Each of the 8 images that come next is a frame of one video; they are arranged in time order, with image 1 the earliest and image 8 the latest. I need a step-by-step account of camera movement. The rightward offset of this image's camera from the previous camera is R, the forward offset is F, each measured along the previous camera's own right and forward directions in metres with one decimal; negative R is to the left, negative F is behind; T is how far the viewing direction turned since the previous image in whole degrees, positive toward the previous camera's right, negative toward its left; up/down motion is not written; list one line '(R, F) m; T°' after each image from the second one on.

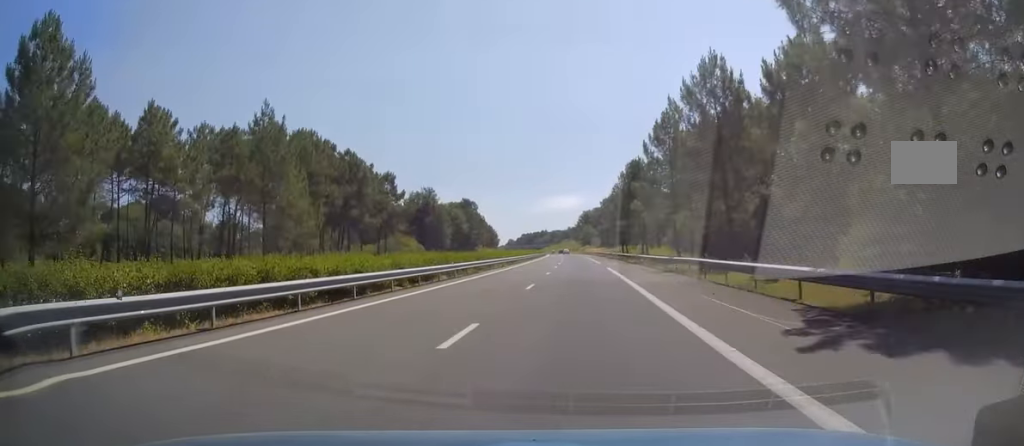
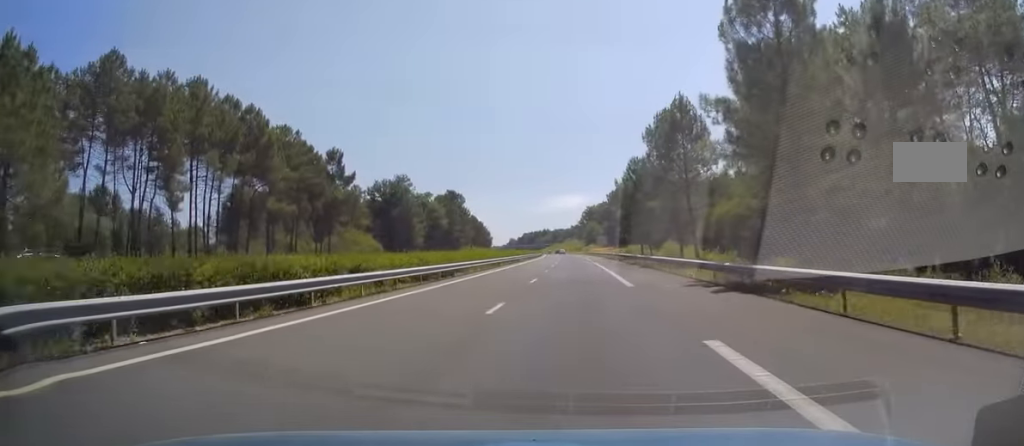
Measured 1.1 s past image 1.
(-0.4, +34.7) m; -1°
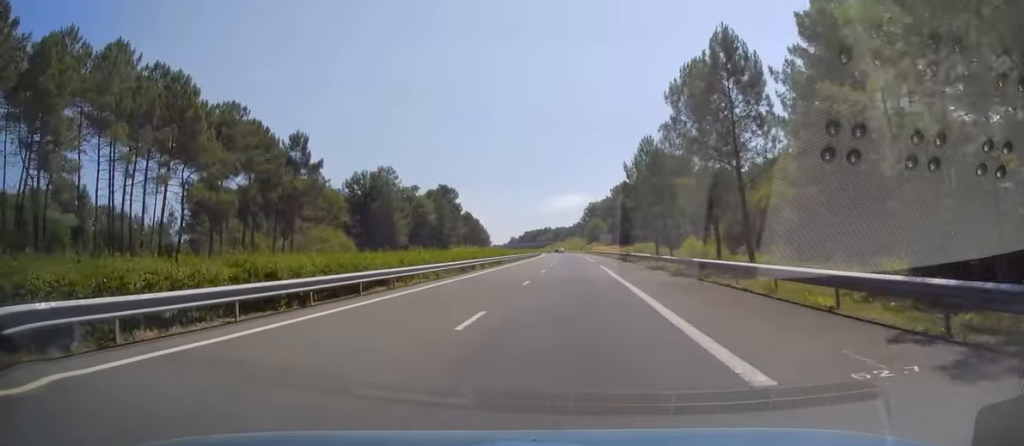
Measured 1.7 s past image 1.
(-0.1, +15.8) m; 0°
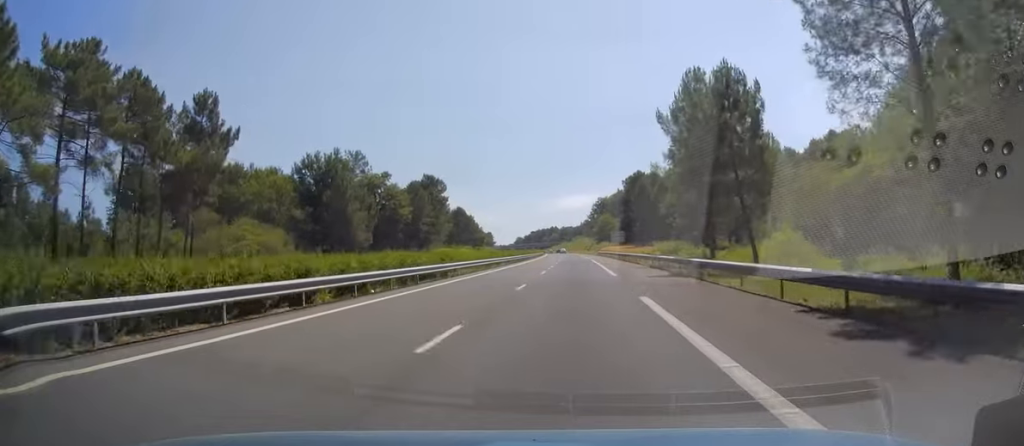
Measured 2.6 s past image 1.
(0.0, +28.6) m; 0°
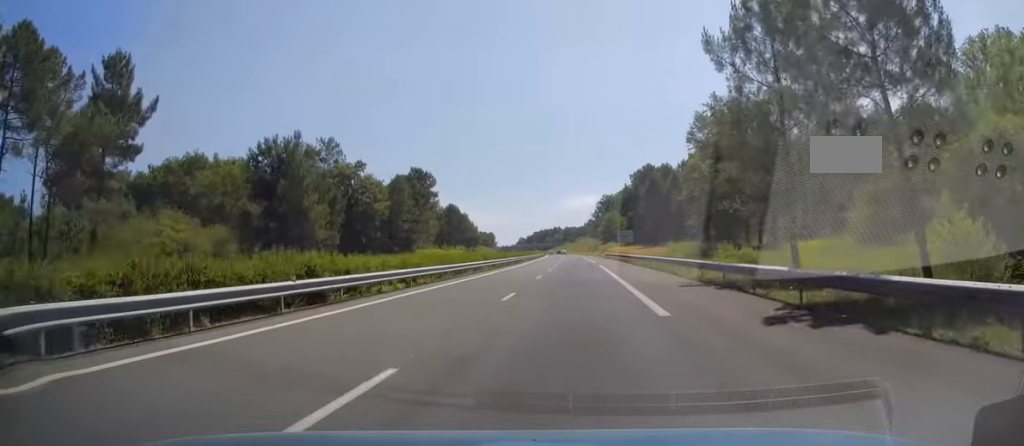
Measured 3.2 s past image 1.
(0.0, +17.3) m; 0°
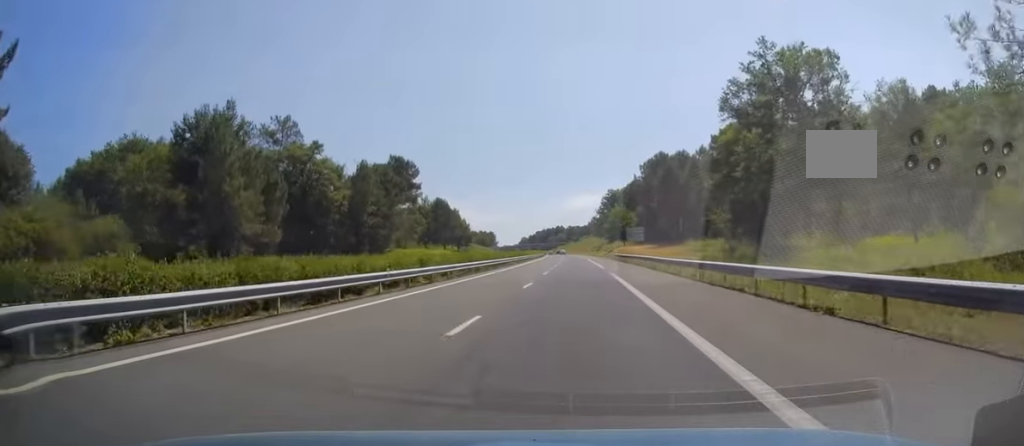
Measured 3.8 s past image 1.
(0.0, +20.3) m; 0°
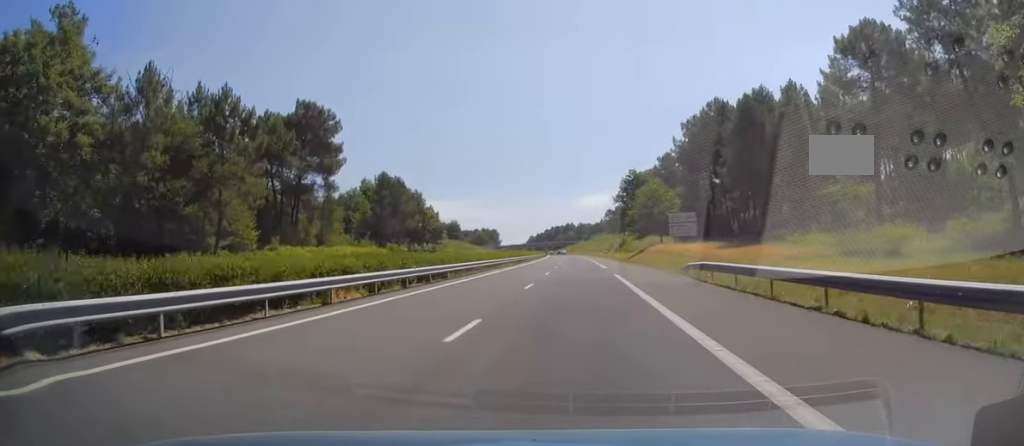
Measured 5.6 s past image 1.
(-1.0, +52.8) m; -2°
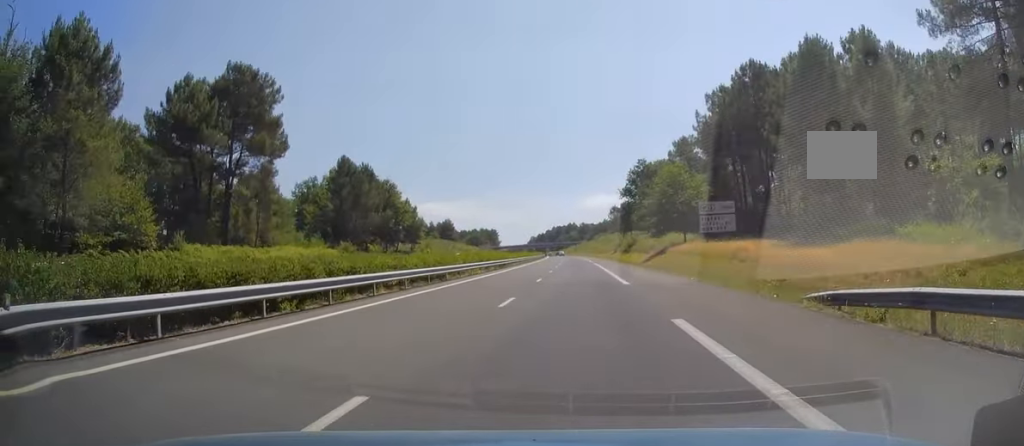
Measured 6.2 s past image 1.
(-0.3, +20.1) m; 0°
